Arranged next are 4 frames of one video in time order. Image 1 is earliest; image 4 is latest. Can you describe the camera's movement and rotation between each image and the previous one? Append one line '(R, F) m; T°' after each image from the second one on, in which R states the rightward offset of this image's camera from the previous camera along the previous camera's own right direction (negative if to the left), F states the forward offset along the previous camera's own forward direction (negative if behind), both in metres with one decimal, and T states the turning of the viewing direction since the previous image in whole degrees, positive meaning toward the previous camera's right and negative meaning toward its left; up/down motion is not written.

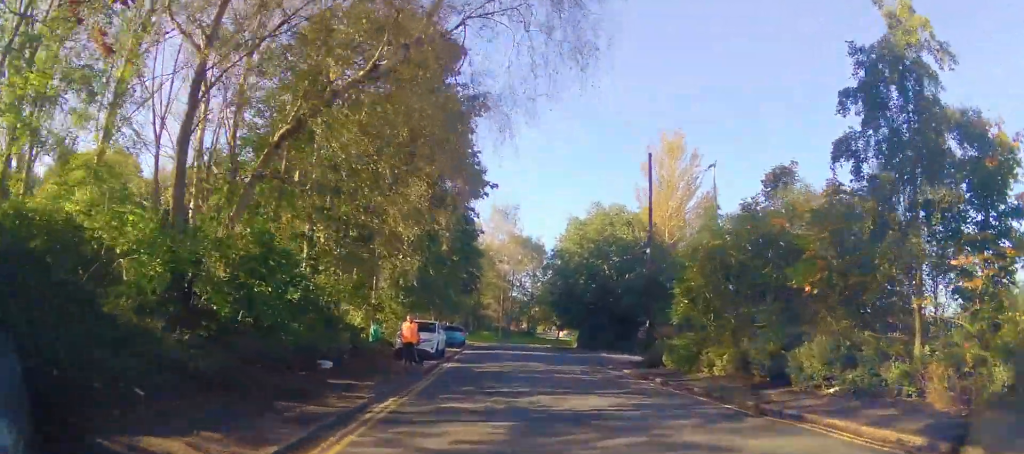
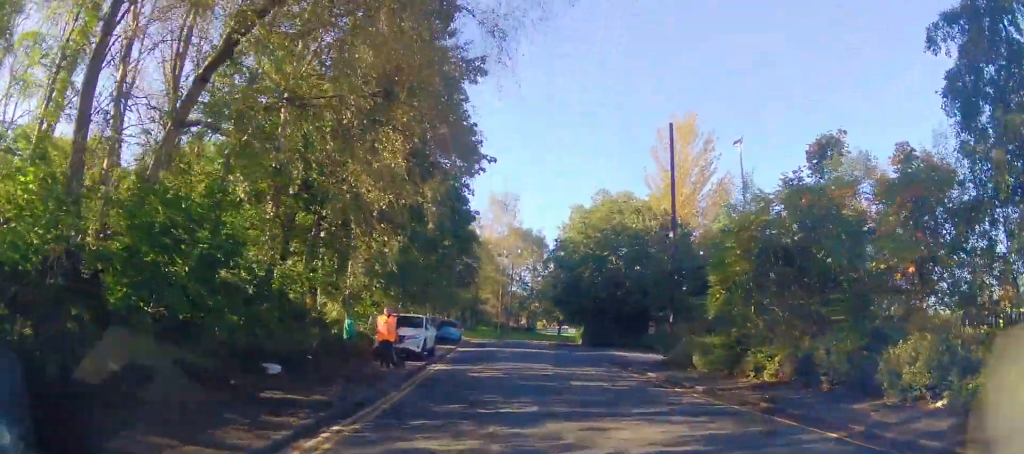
(0.0, +3.9) m; -1°
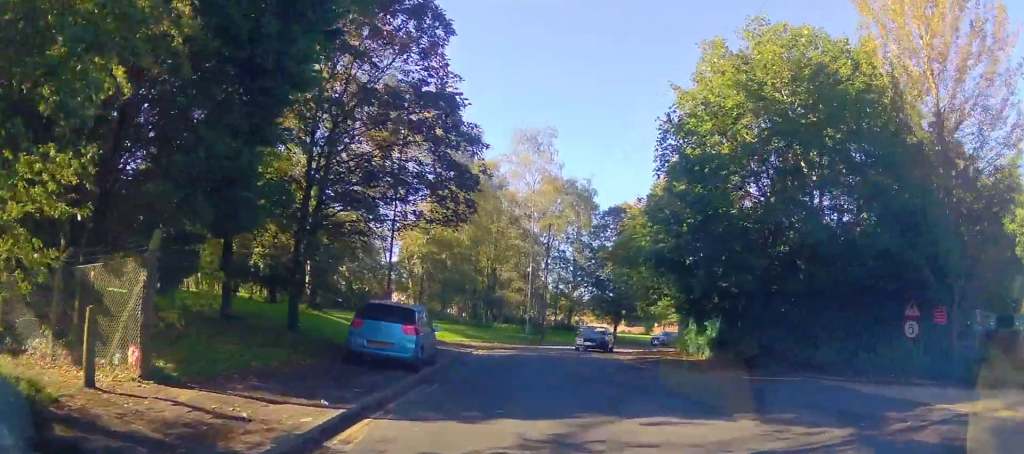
(-1.0, +26.6) m; 0°
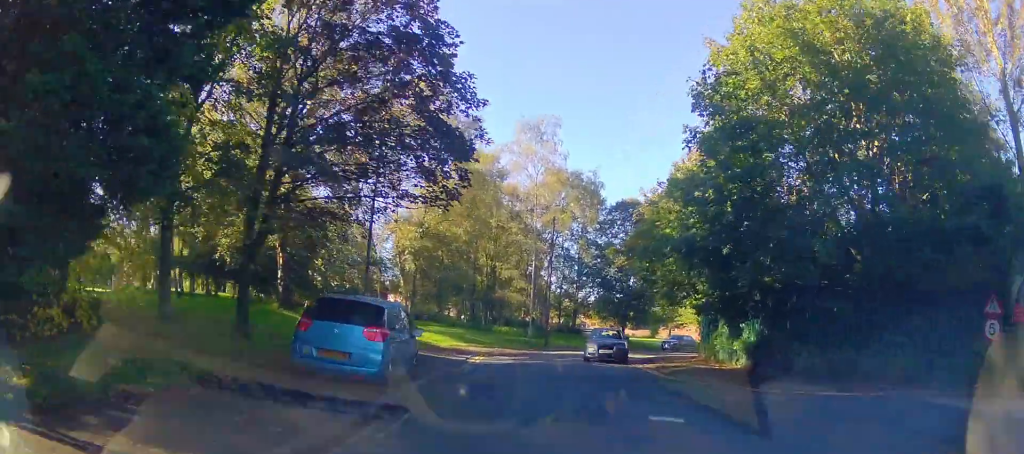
(-0.1, +3.4) m; -1°
